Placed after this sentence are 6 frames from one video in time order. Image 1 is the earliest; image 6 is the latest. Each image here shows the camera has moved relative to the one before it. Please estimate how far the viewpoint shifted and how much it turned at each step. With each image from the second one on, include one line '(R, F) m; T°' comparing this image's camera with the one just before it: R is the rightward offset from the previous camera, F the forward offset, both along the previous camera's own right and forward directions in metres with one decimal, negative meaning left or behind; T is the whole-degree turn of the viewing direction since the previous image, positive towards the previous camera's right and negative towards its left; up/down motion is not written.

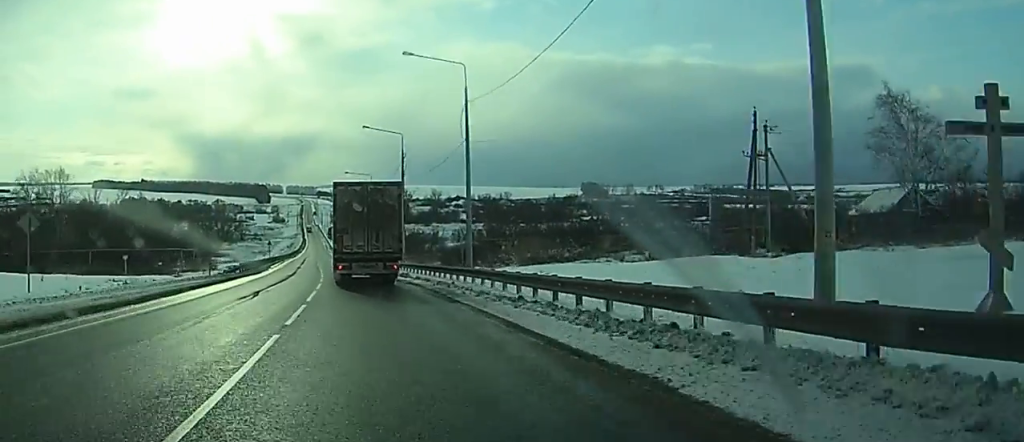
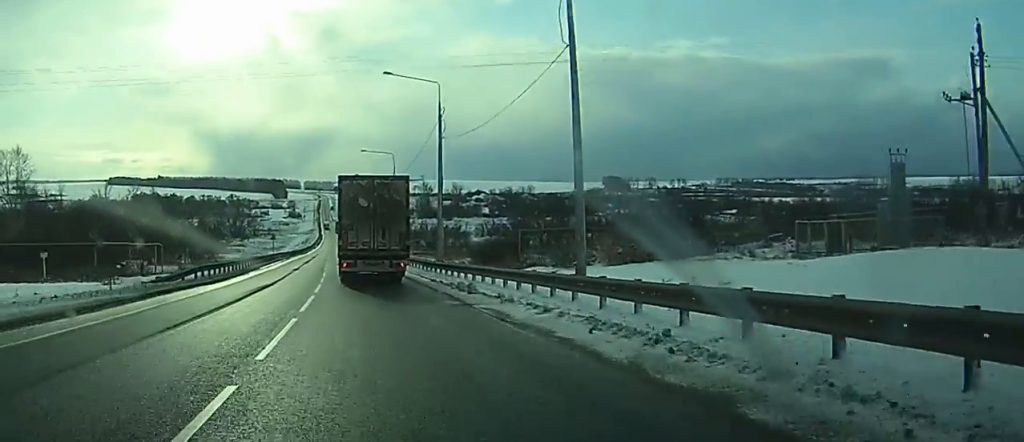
(-0.5, +20.8) m; -2°
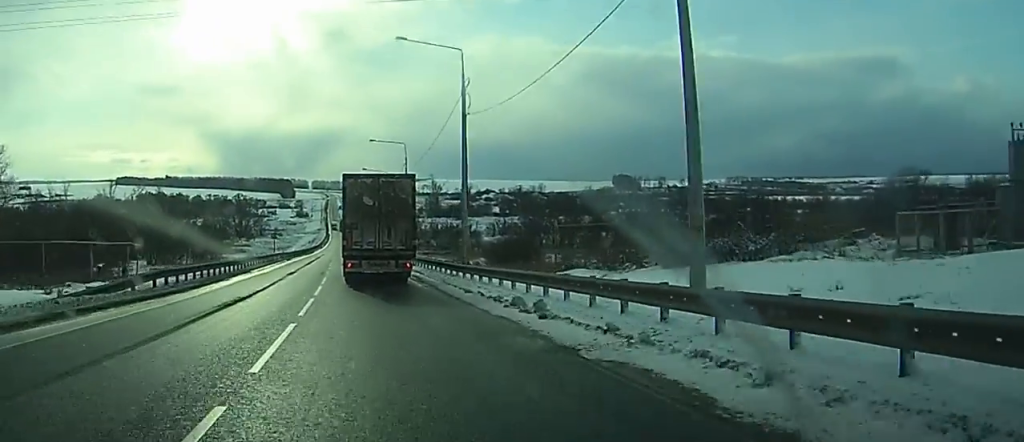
(-0.1, +8.9) m; -1°
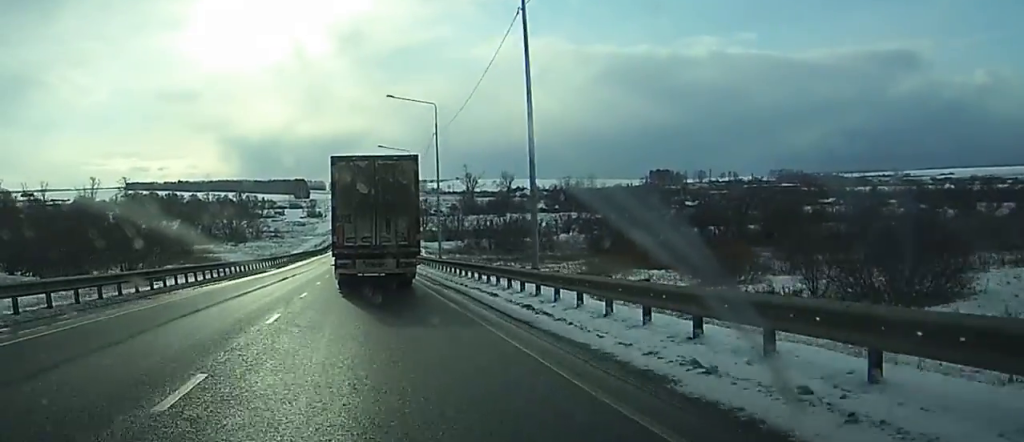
(-1.3, +94.1) m; -1°
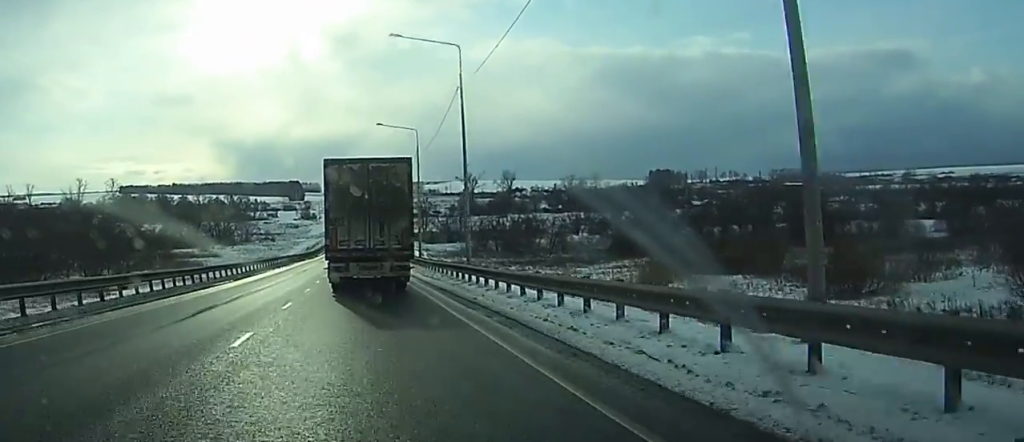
(0.0, +19.1) m; 0°
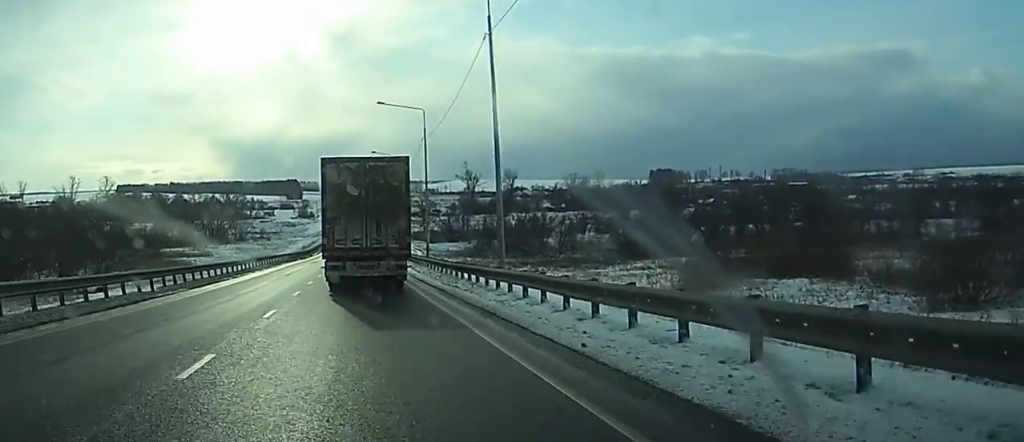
(0.0, +11.0) m; 0°
